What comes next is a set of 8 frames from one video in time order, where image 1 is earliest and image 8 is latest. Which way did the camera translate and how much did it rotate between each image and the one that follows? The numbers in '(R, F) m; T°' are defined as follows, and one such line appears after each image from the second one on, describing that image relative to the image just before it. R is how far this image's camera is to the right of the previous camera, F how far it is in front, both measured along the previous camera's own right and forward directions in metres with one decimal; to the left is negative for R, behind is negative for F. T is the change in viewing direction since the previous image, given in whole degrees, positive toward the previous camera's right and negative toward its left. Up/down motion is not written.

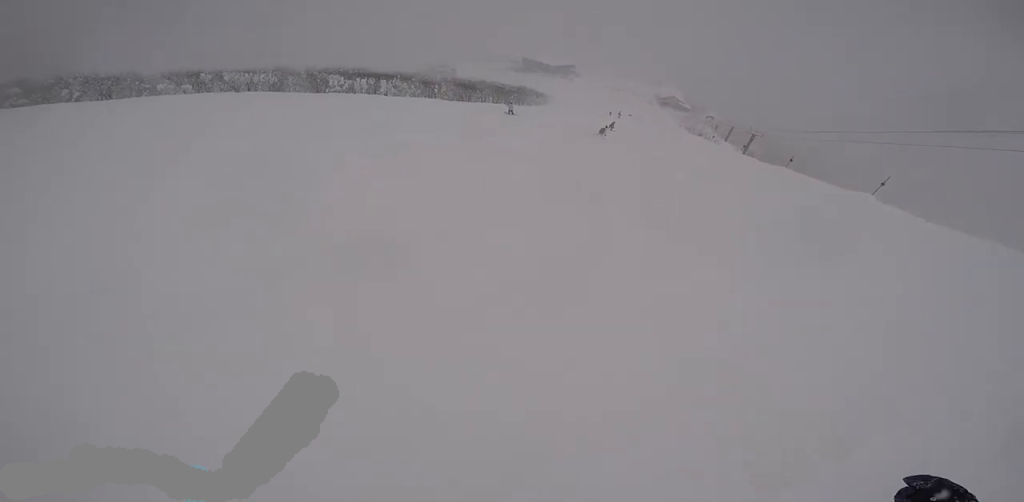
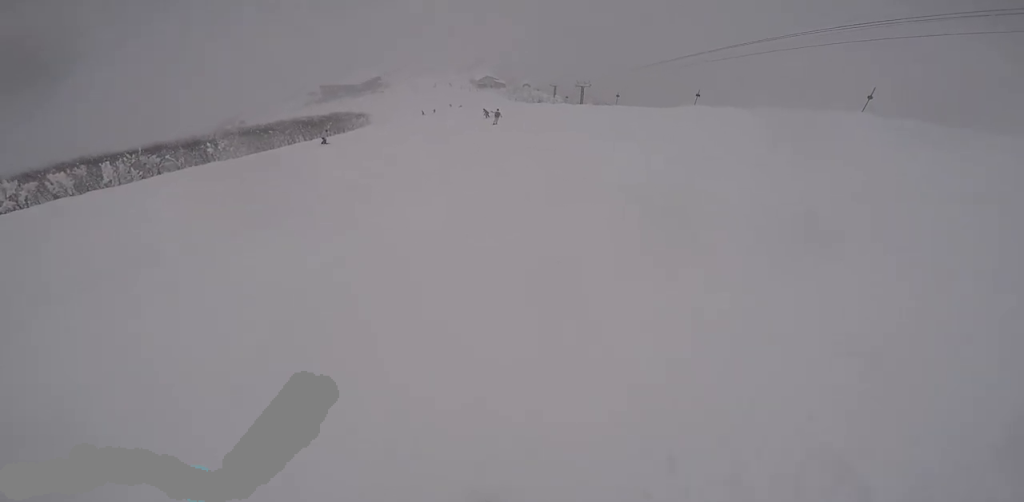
(-0.1, +10.3) m; +31°
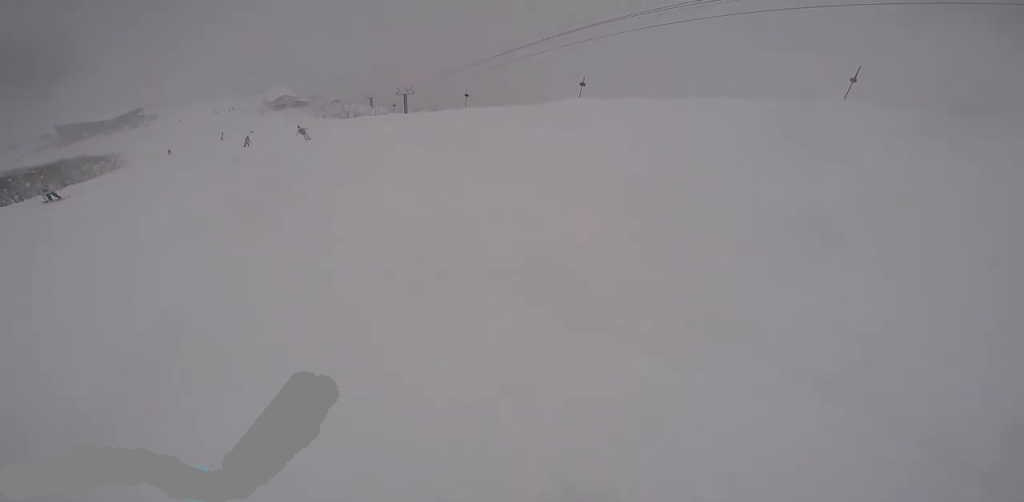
(+2.5, +8.7) m; +7°
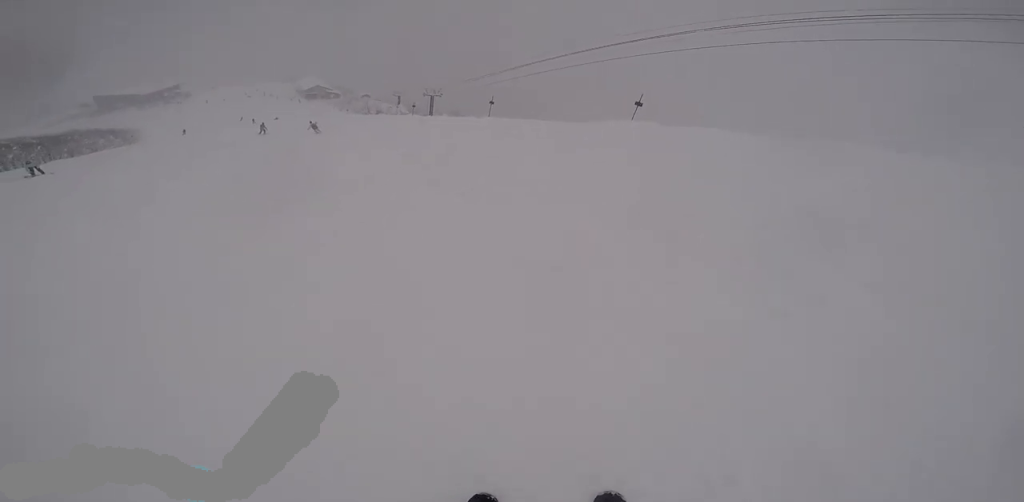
(-0.1, +4.2) m; -11°
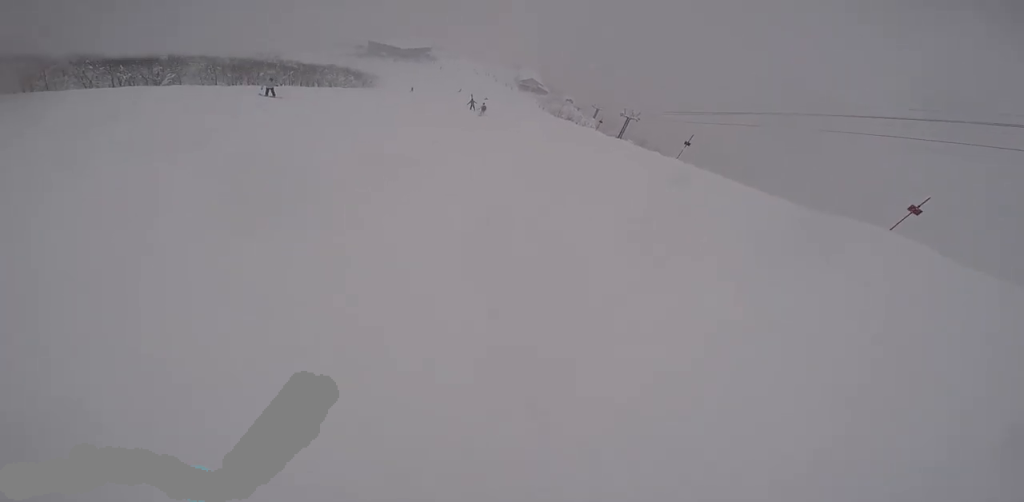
(-0.8, +4.0) m; -10°
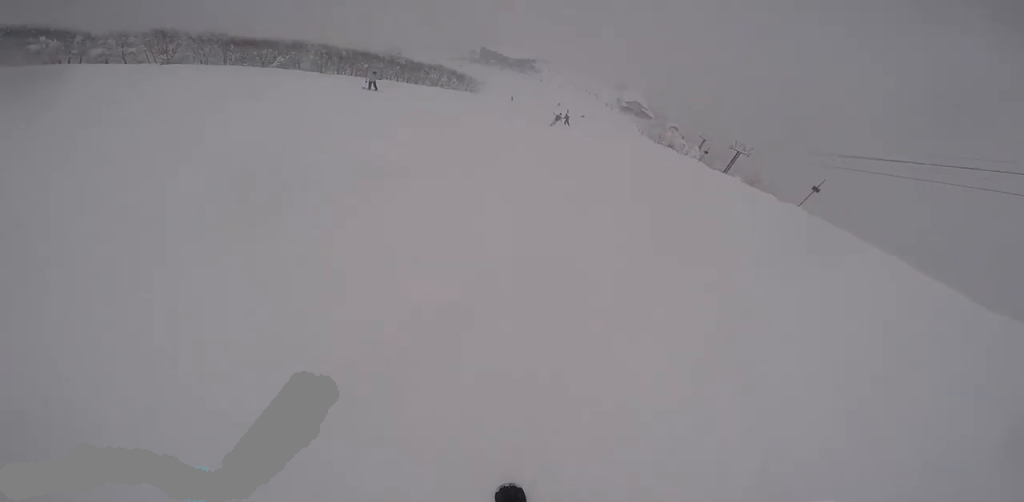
(-0.2, +2.8) m; -6°
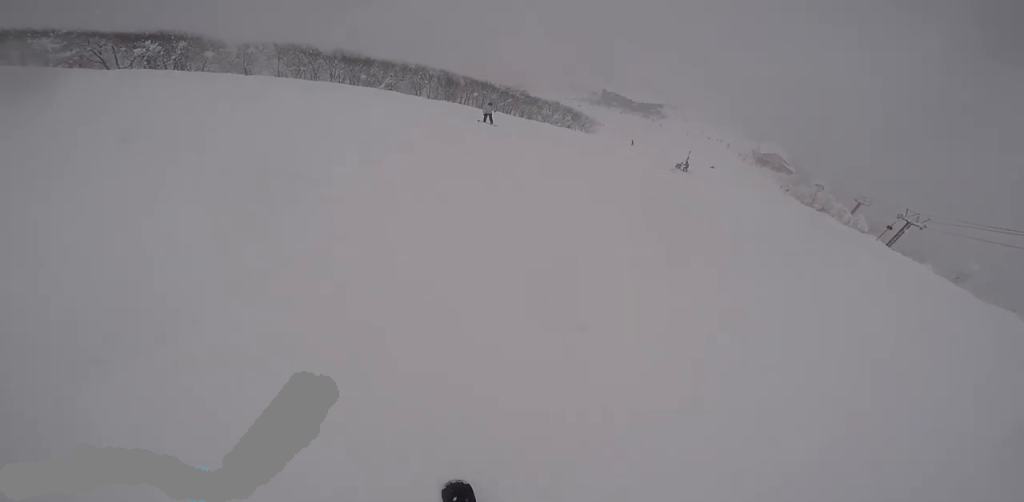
(0.0, +4.9) m; -8°
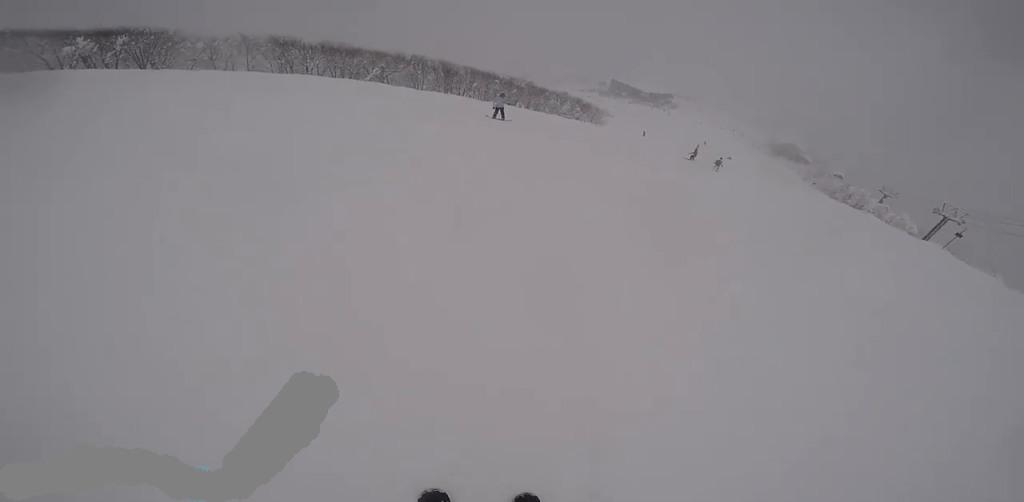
(-0.4, +3.2) m; +1°
